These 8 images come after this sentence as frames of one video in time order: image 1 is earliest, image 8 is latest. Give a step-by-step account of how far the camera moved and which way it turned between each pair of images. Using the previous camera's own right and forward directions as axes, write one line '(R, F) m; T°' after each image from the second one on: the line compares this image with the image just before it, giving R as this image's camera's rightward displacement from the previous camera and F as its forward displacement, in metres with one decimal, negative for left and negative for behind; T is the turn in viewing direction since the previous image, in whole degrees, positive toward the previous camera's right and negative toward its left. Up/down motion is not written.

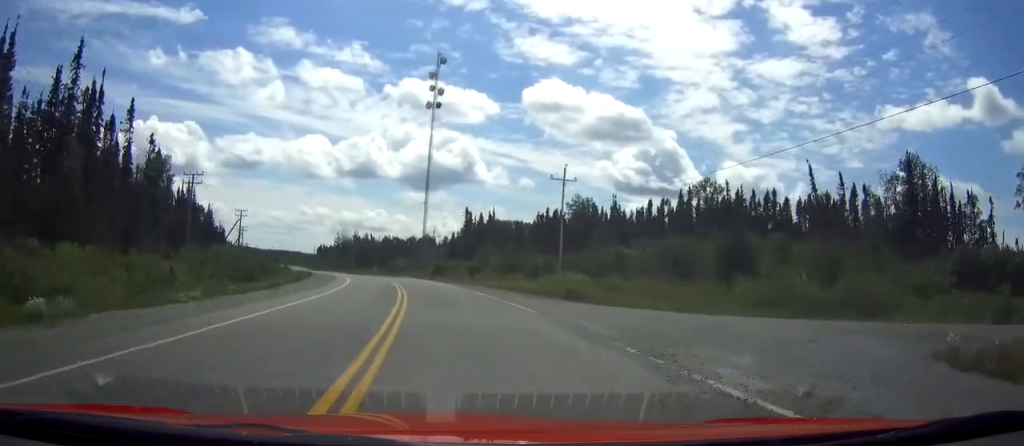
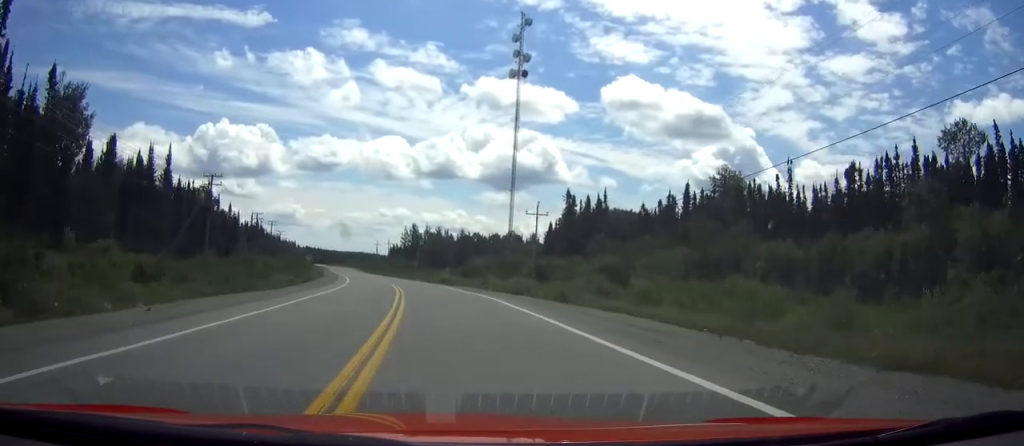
(-2.6, +52.4) m; -6°
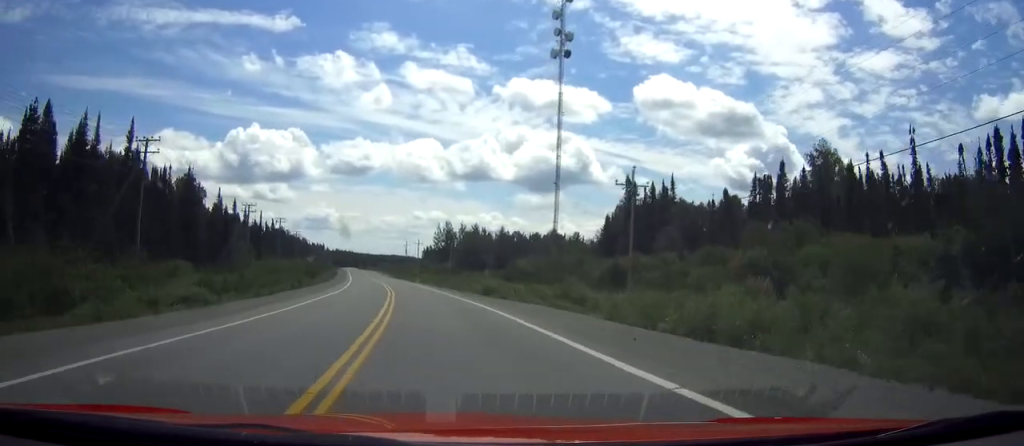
(-0.7, +26.1) m; -3°
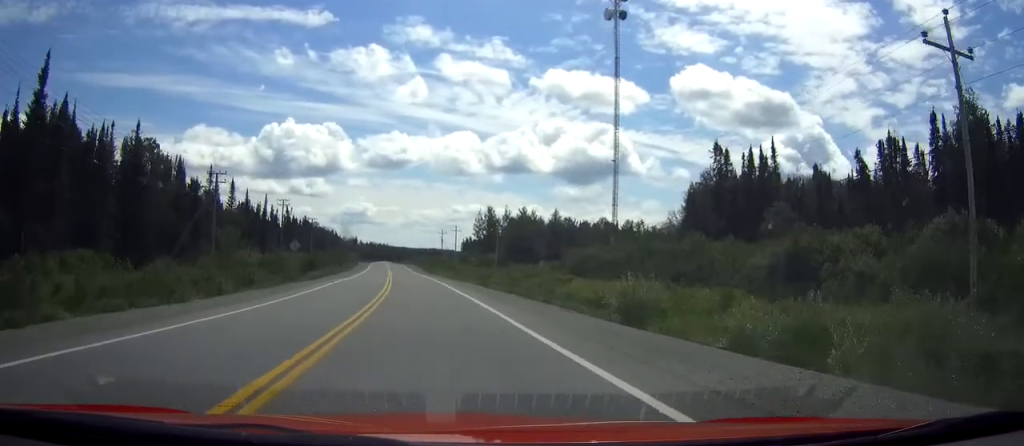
(-1.0, +30.4) m; -4°
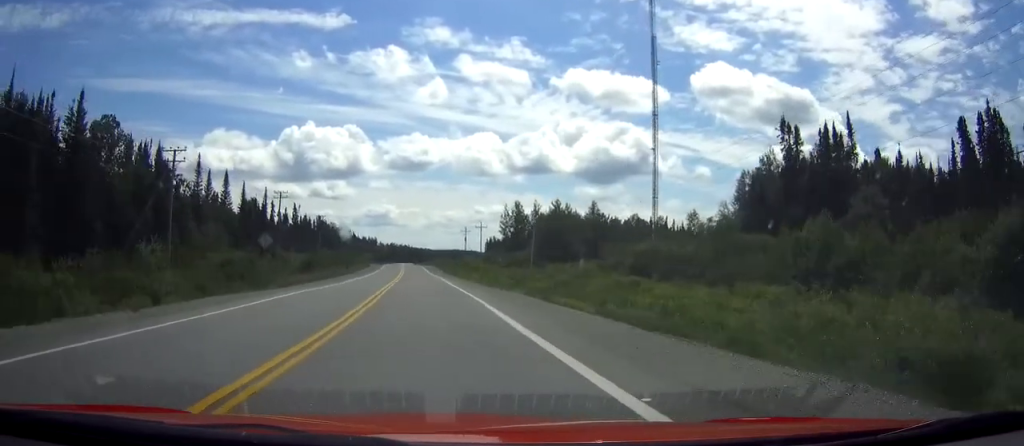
(-0.2, +17.9) m; -2°
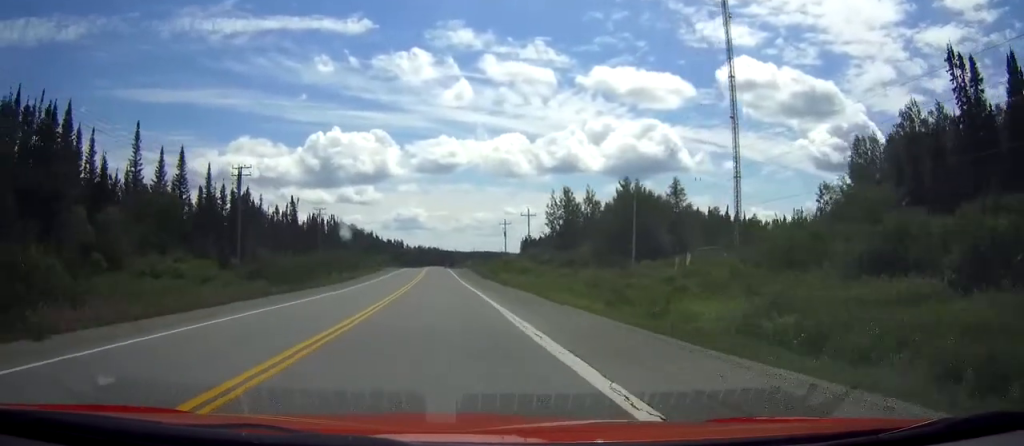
(-1.2, +35.5) m; -3°
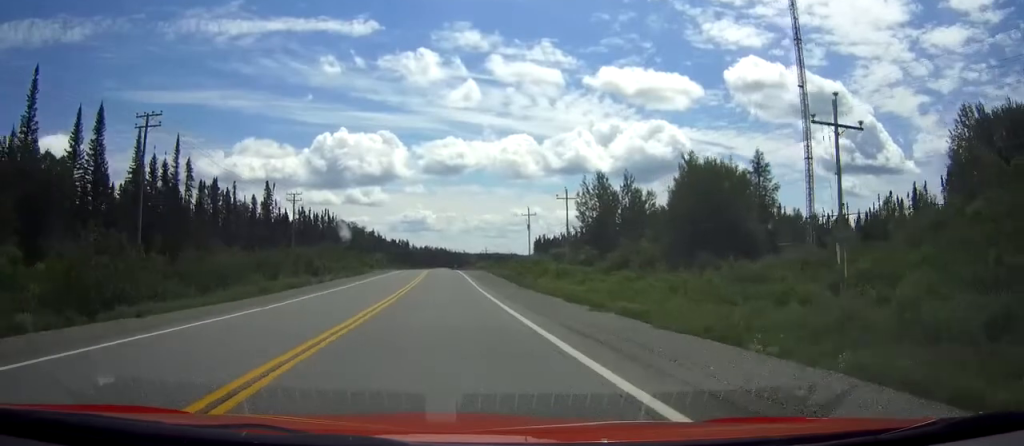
(-0.4, +27.7) m; -1°
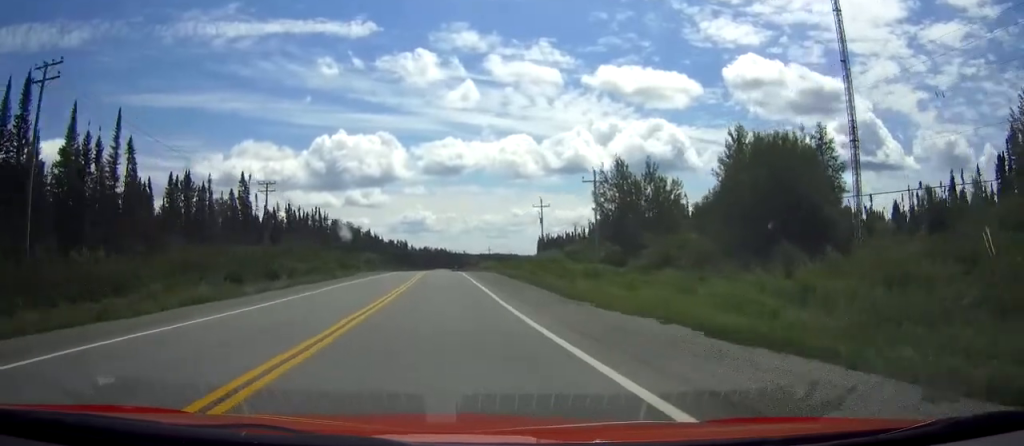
(0.0, +15.5) m; 0°
